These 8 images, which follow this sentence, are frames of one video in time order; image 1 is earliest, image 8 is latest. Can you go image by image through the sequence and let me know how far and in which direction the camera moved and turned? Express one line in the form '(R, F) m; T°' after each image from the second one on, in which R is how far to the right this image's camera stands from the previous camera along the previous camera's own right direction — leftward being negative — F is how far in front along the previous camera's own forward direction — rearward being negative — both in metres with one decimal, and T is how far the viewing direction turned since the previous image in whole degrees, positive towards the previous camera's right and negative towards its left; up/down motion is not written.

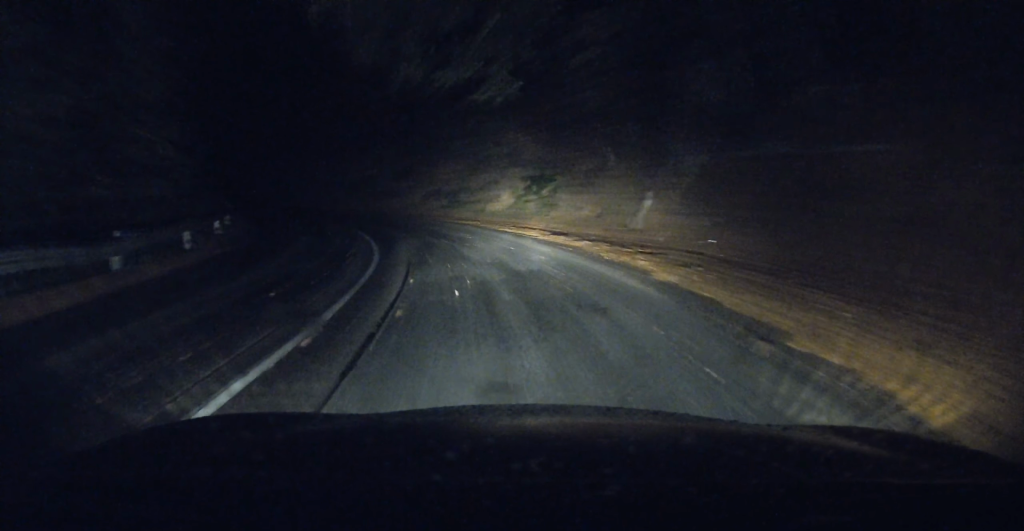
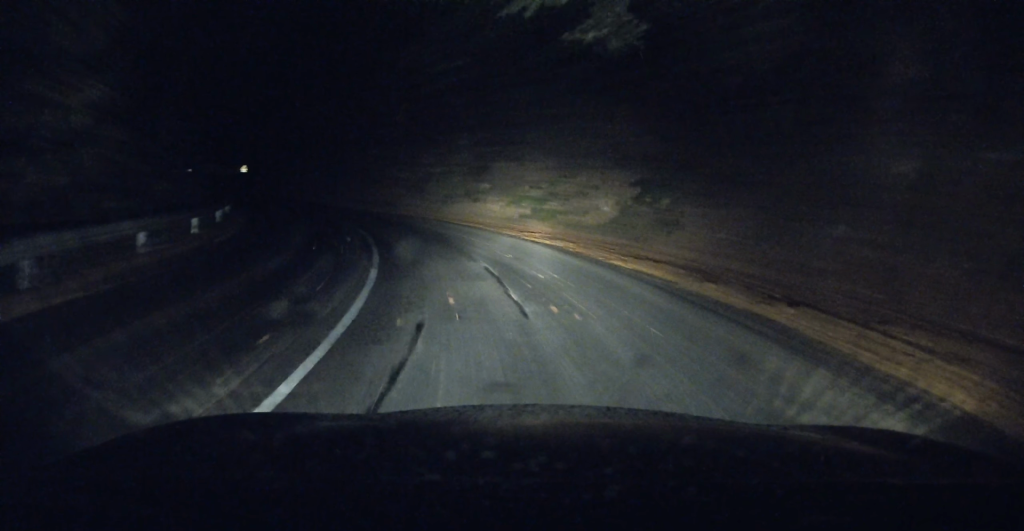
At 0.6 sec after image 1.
(-0.6, +7.4) m; -7°
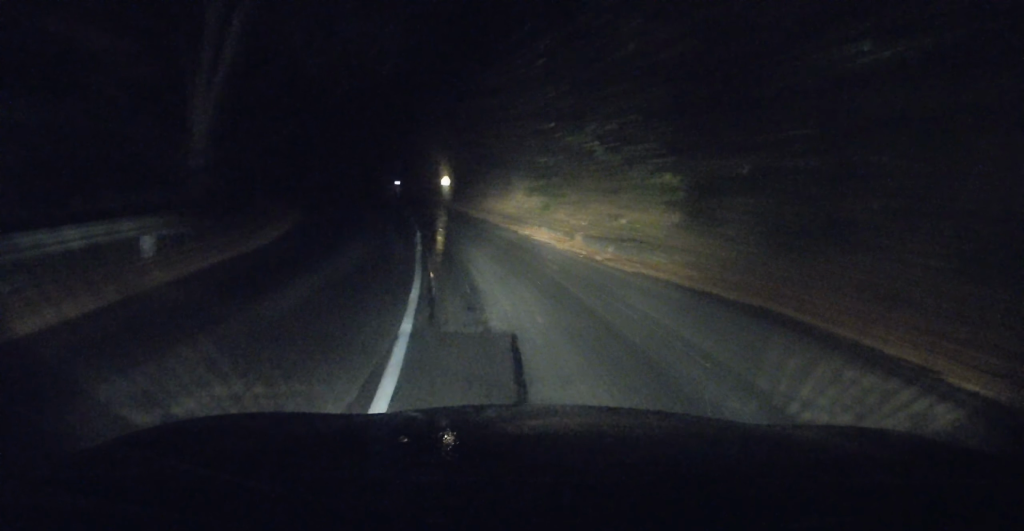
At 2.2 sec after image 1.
(-3.2, +17.7) m; -22°
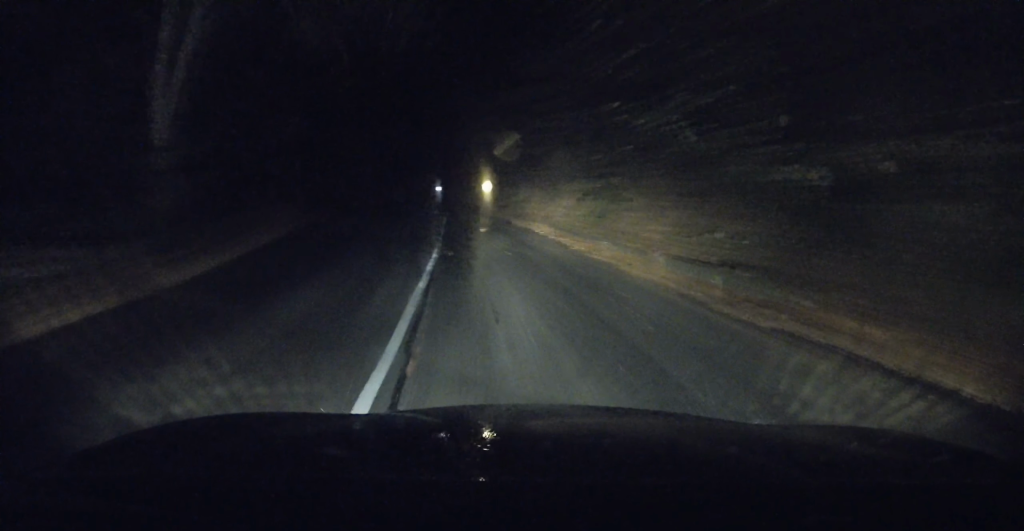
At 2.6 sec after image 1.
(-0.5, +4.8) m; -3°
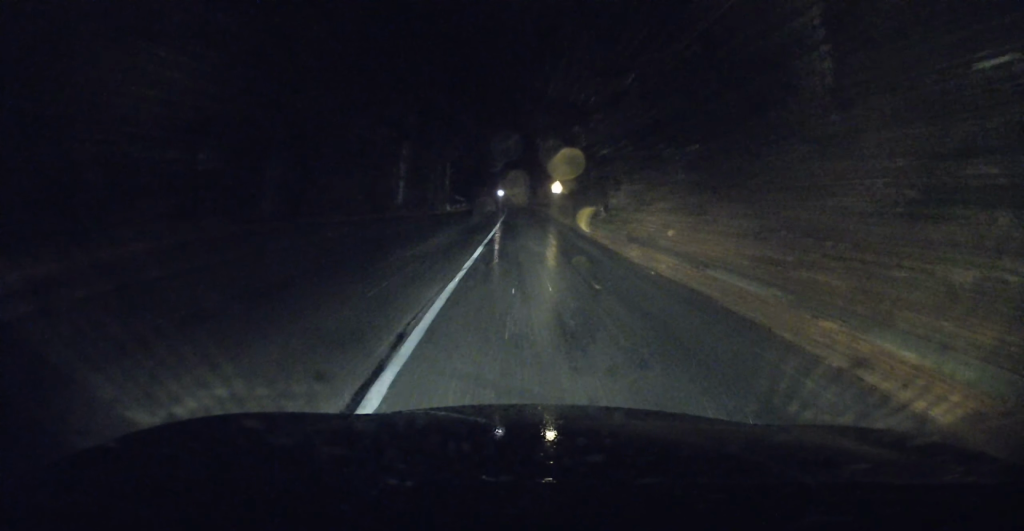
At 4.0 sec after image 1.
(-1.0, +17.0) m; -5°
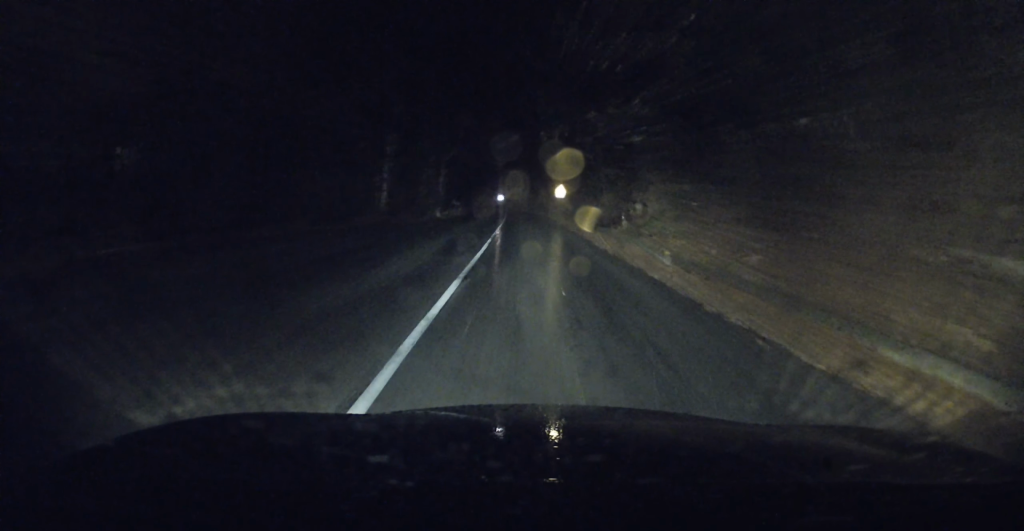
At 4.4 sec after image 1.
(-0.1, +5.6) m; 0°
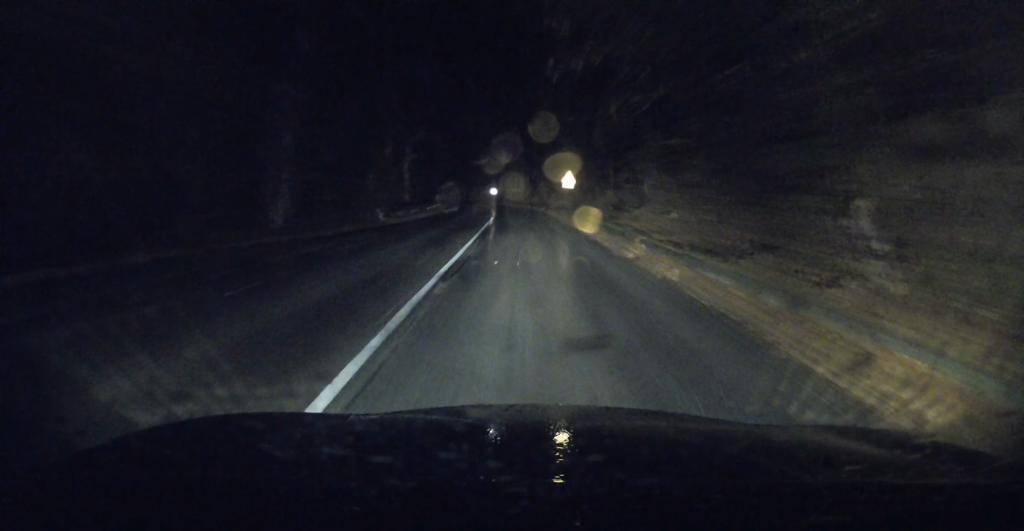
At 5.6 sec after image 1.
(0.0, +15.9) m; 0°
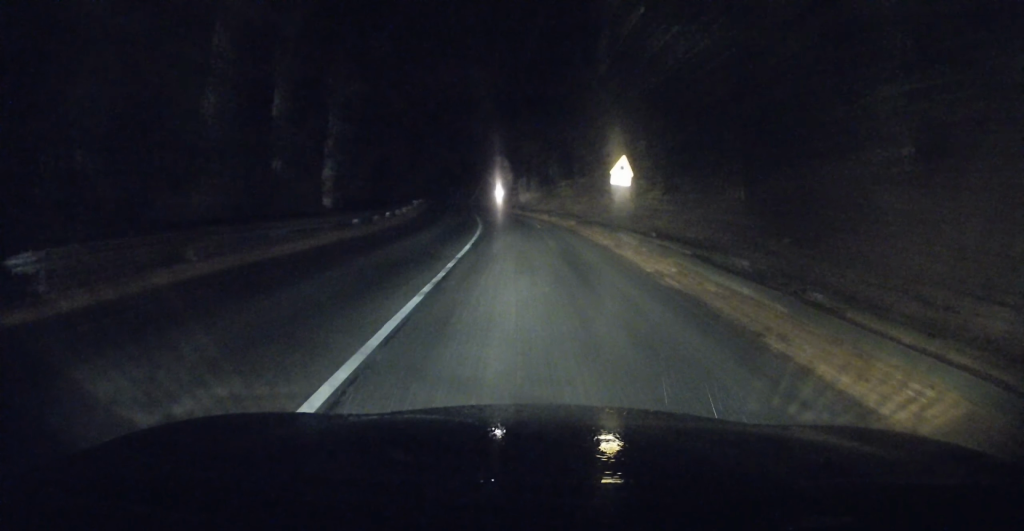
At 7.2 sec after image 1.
(-0.2, +19.6) m; -1°
